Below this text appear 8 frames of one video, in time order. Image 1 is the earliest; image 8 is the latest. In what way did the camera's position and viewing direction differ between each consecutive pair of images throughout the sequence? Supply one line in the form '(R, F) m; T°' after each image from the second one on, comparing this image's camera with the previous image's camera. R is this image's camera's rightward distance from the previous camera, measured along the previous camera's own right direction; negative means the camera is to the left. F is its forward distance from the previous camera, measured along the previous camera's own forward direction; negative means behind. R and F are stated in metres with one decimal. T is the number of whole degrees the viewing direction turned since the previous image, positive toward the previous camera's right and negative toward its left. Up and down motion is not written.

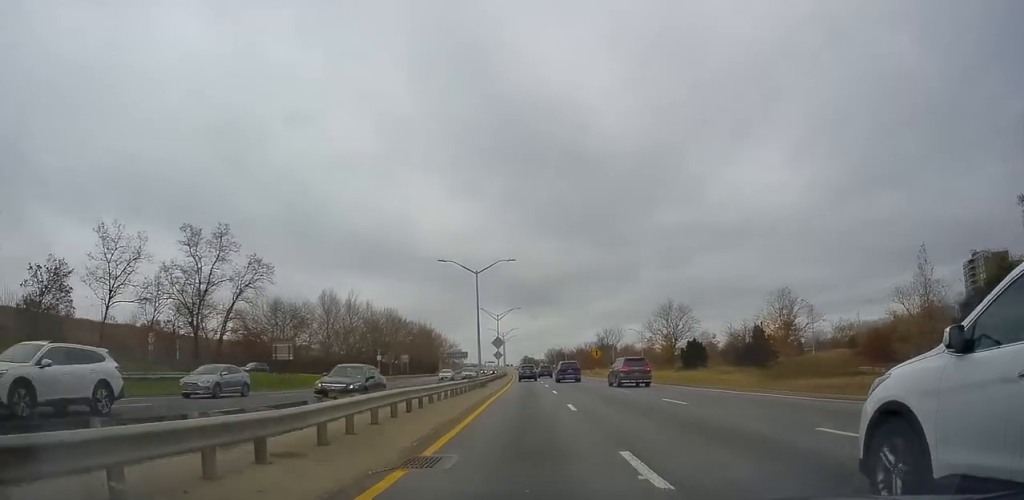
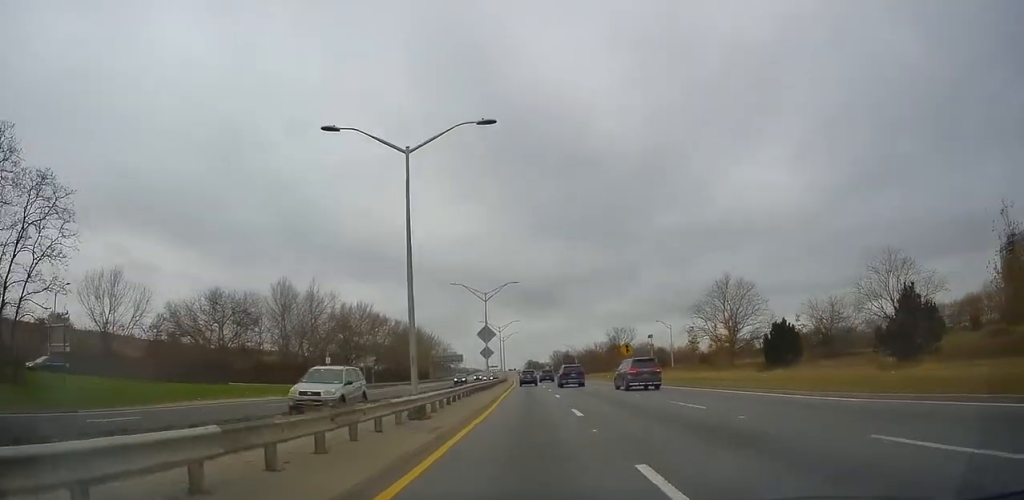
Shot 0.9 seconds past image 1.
(+0.2, +23.7) m; -1°
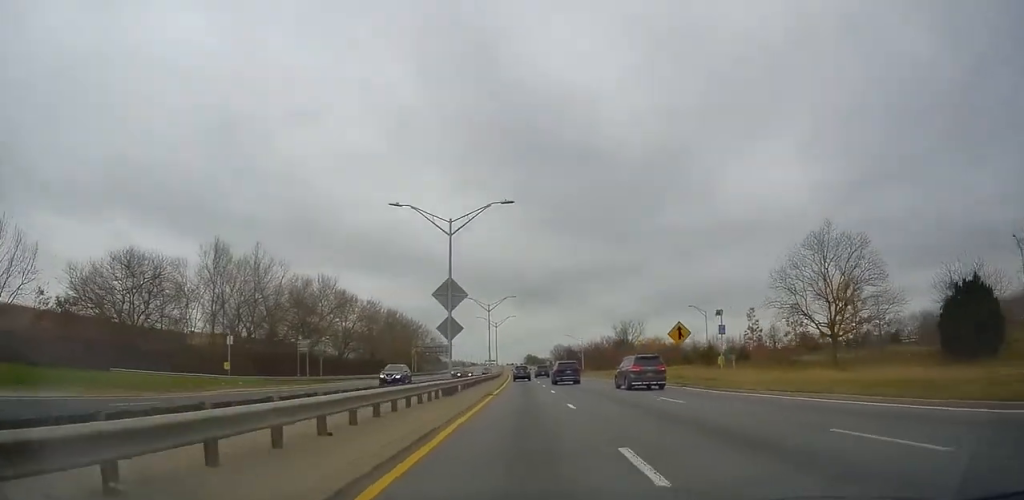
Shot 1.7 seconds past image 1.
(-0.5, +21.7) m; -1°
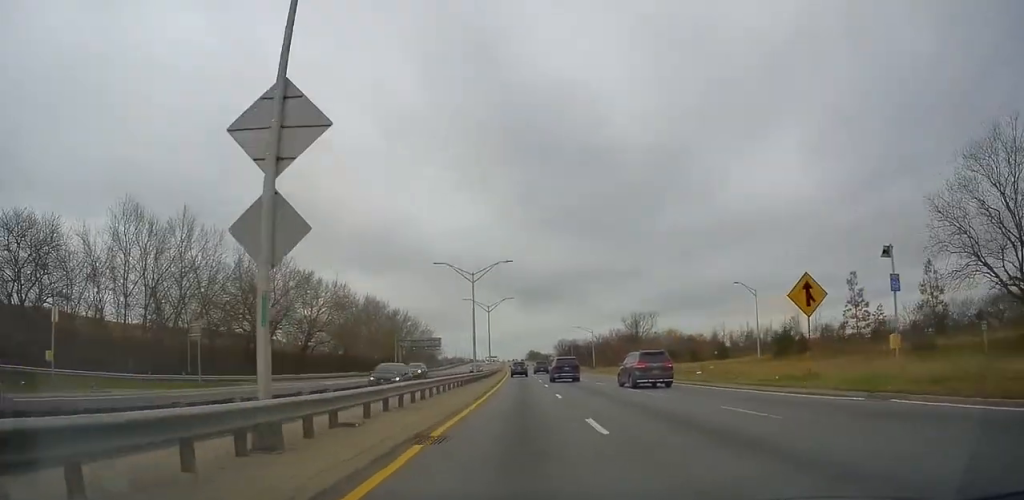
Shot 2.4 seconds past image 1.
(-0.2, +19.1) m; 0°
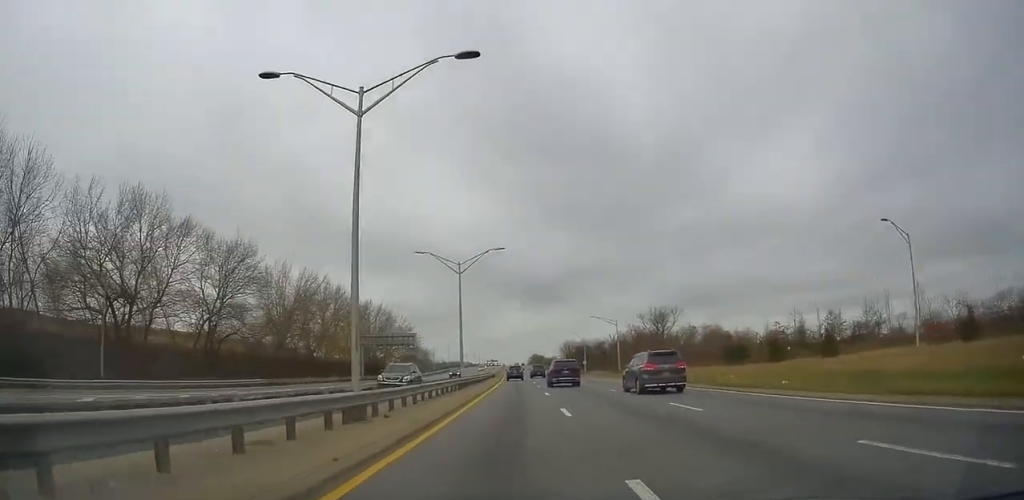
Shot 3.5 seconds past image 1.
(+0.2, +30.4) m; 0°
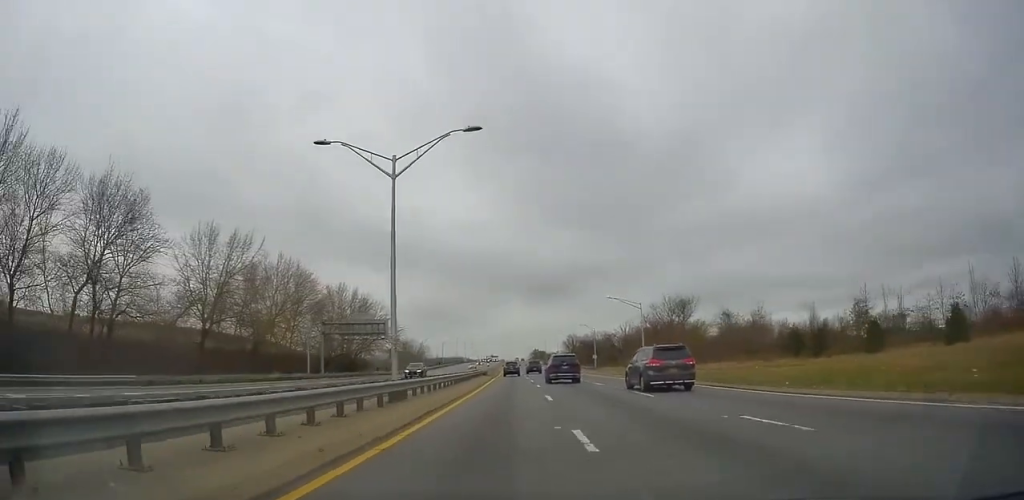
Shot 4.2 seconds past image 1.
(-0.1, +19.6) m; 0°
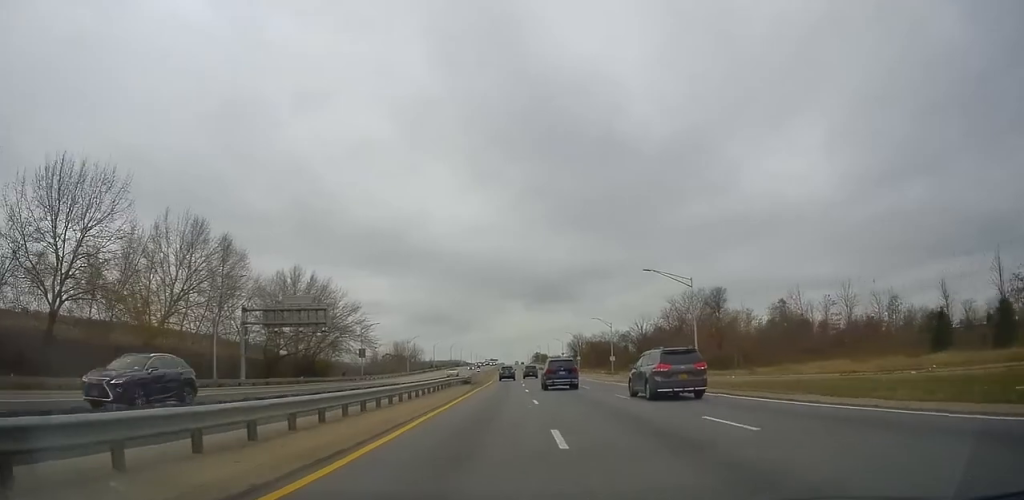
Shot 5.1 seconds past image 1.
(-0.3, +23.4) m; 0°
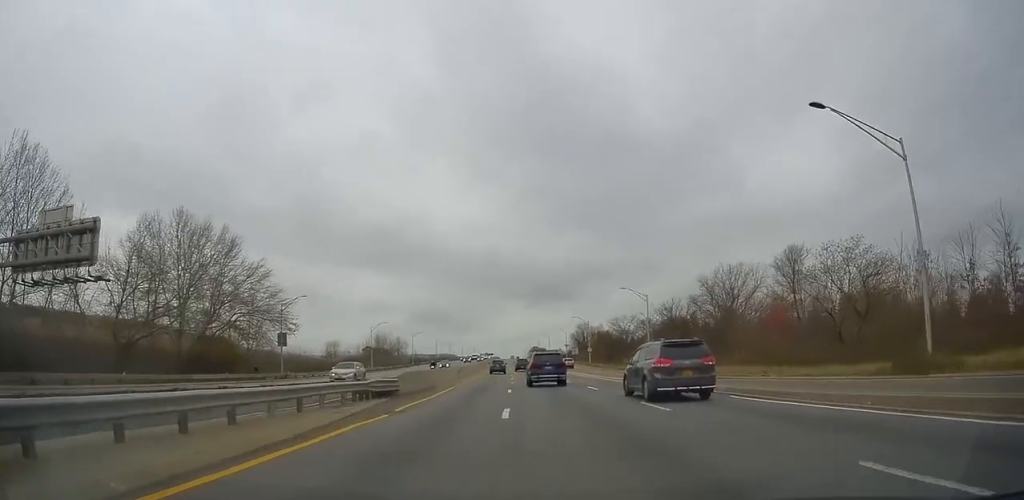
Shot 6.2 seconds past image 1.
(+0.5, +32.1) m; +1°
